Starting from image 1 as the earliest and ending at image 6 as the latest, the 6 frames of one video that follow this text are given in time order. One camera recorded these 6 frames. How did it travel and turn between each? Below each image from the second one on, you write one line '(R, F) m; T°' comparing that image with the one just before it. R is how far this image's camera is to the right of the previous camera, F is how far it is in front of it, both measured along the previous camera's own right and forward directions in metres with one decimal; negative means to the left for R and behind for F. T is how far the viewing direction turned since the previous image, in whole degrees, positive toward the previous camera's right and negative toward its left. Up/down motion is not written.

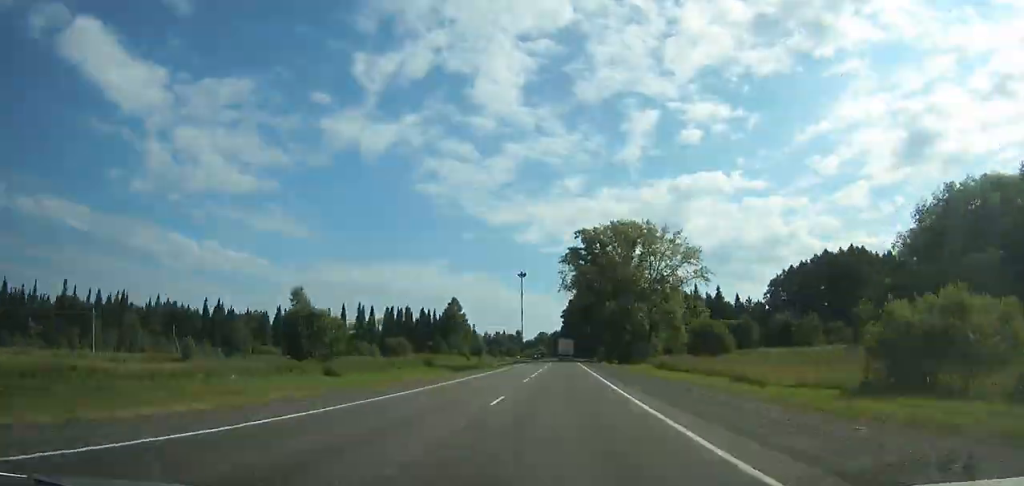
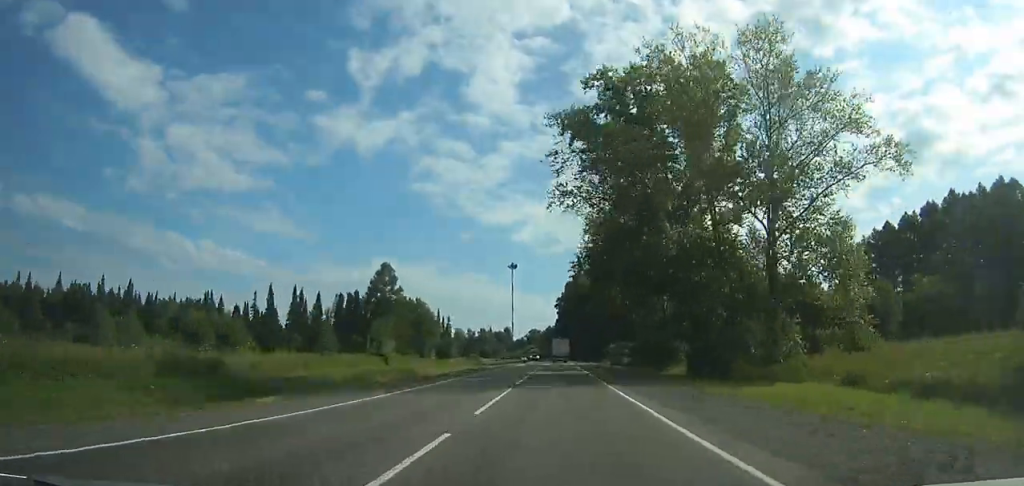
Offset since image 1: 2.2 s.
(-4.3, +52.6) m; -9°
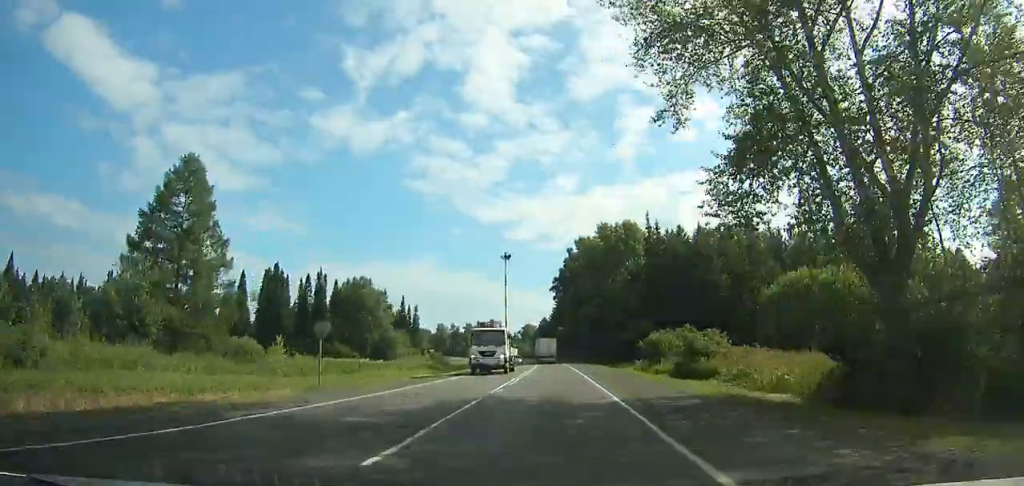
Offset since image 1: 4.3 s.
(-15.0, +58.2) m; -8°
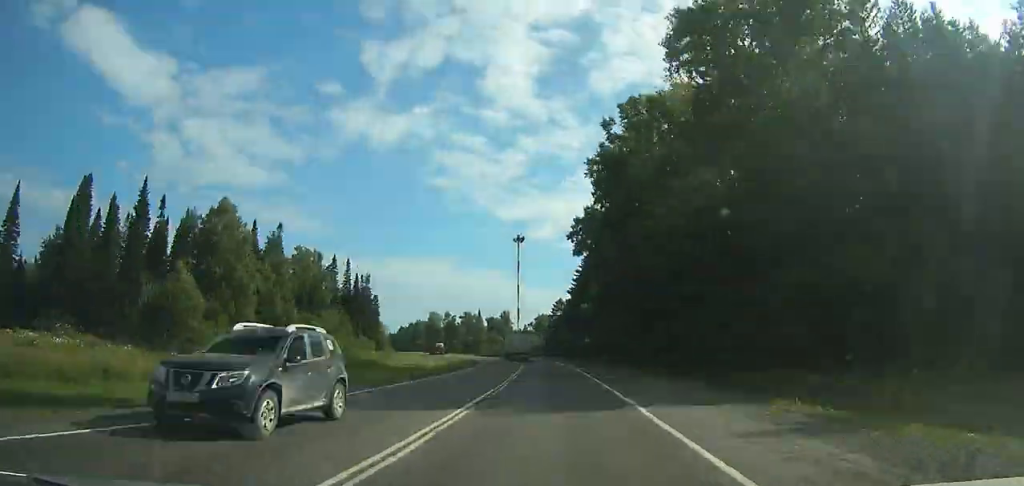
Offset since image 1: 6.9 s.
(+9.7, +72.0) m; +7°
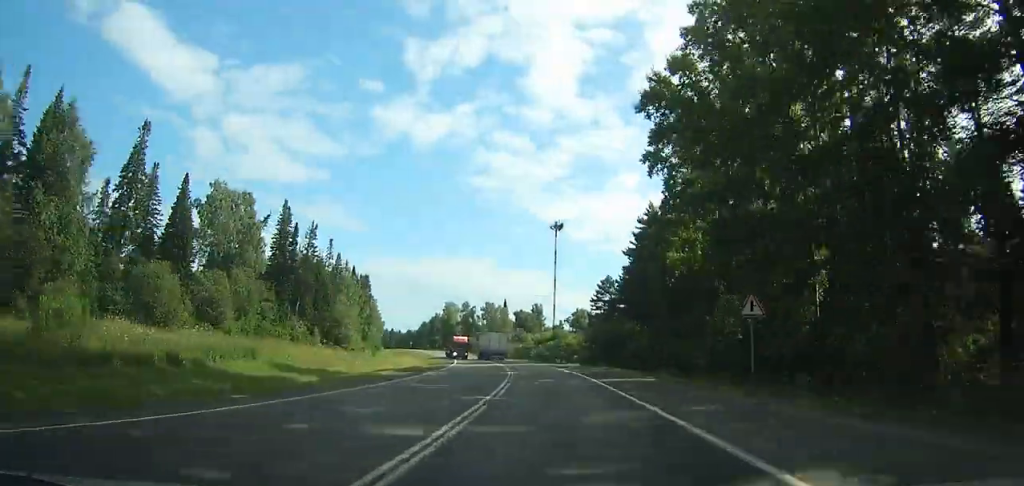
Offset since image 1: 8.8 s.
(-0.2, +51.2) m; -3°
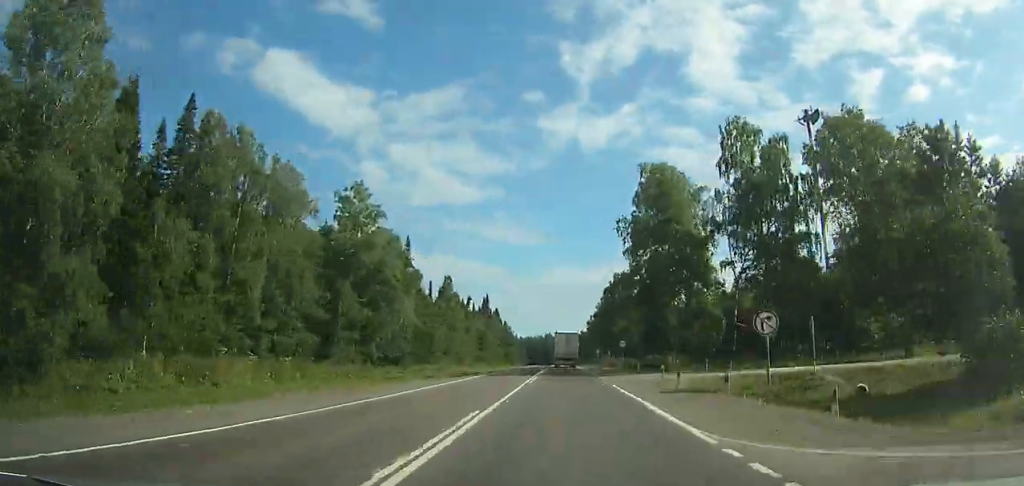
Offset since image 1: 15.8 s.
(-27.5, +175.6) m; -15°
